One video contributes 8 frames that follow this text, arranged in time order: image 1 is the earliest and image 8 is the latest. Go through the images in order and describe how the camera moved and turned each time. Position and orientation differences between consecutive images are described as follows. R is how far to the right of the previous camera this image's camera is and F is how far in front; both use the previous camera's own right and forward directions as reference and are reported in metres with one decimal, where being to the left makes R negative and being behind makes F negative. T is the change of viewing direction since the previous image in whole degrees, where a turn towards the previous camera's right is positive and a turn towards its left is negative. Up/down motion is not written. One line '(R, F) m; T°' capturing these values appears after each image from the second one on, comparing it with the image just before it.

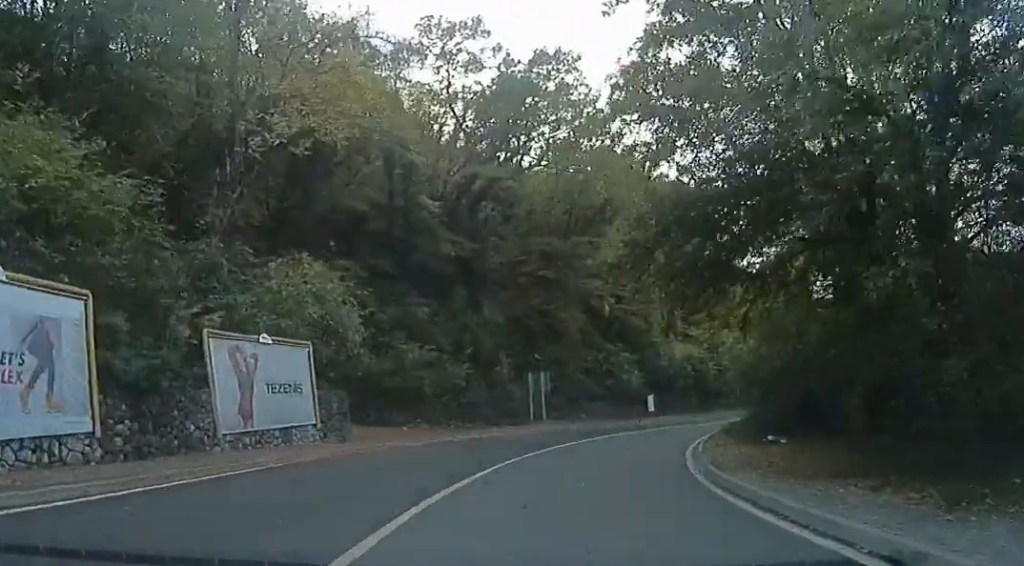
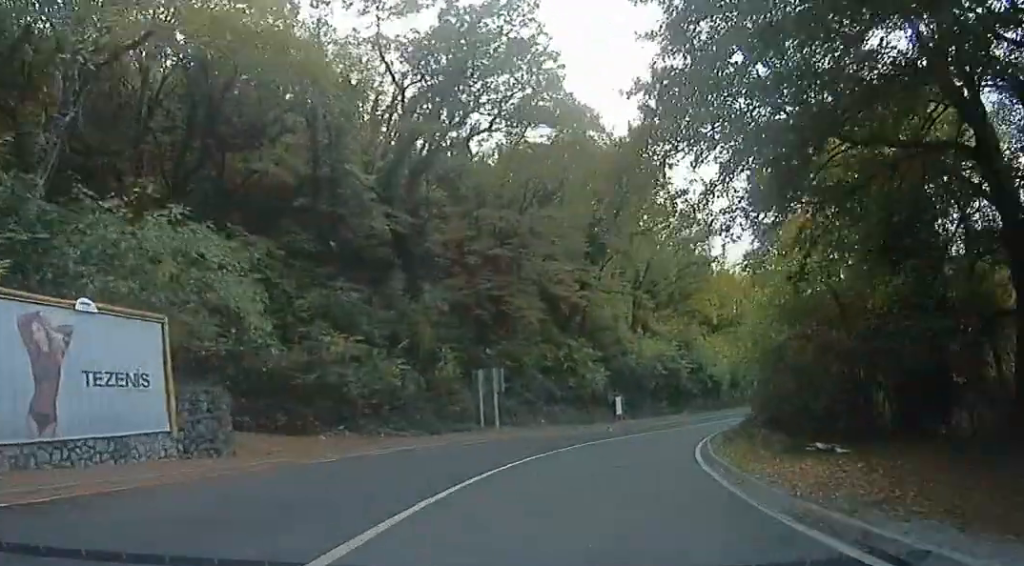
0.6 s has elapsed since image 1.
(0.0, +6.6) m; 0°
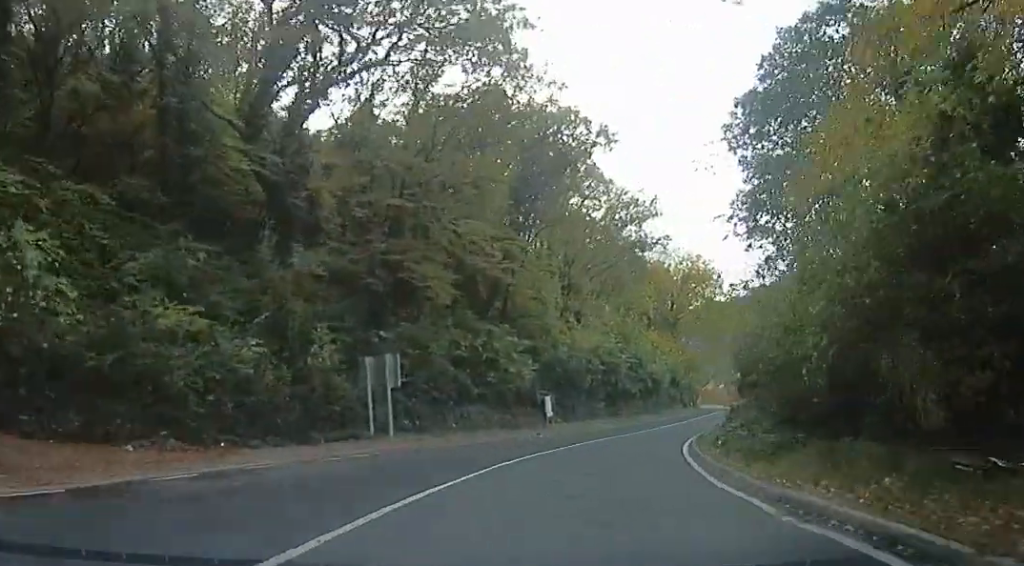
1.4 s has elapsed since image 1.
(0.0, +8.6) m; 0°
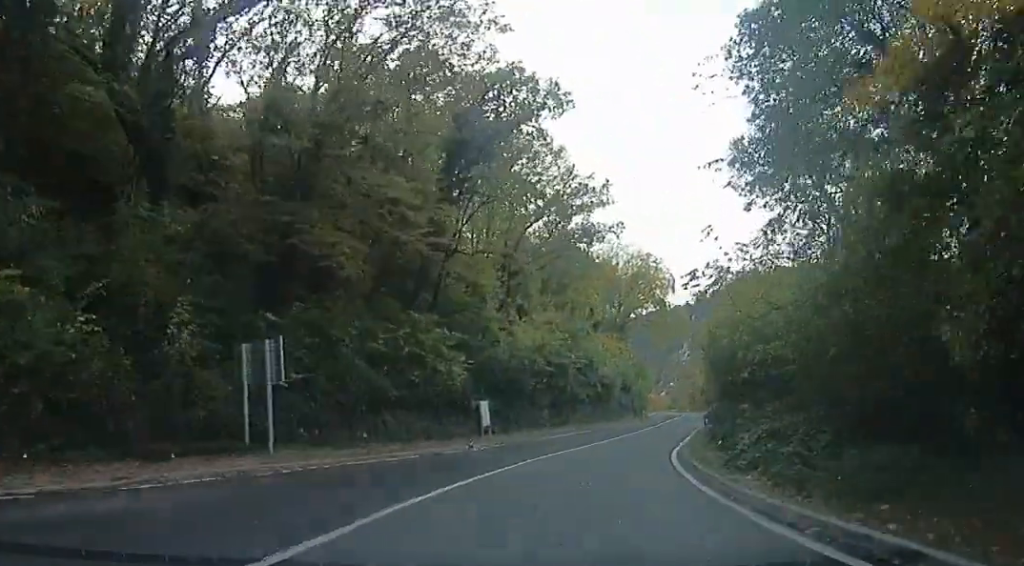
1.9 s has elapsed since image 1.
(0.0, +6.2) m; 0°
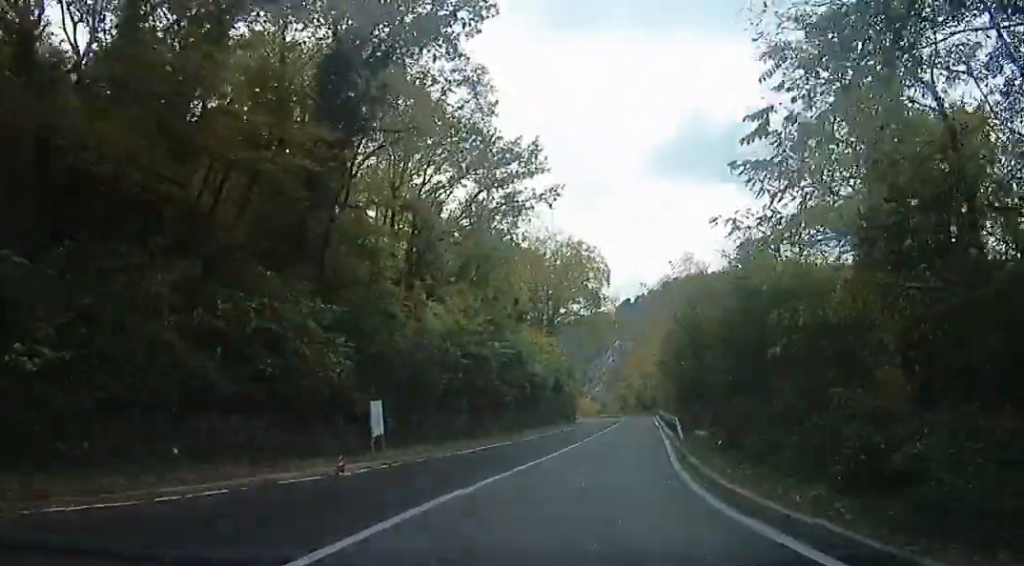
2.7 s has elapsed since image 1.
(0.0, +8.4) m; +1°
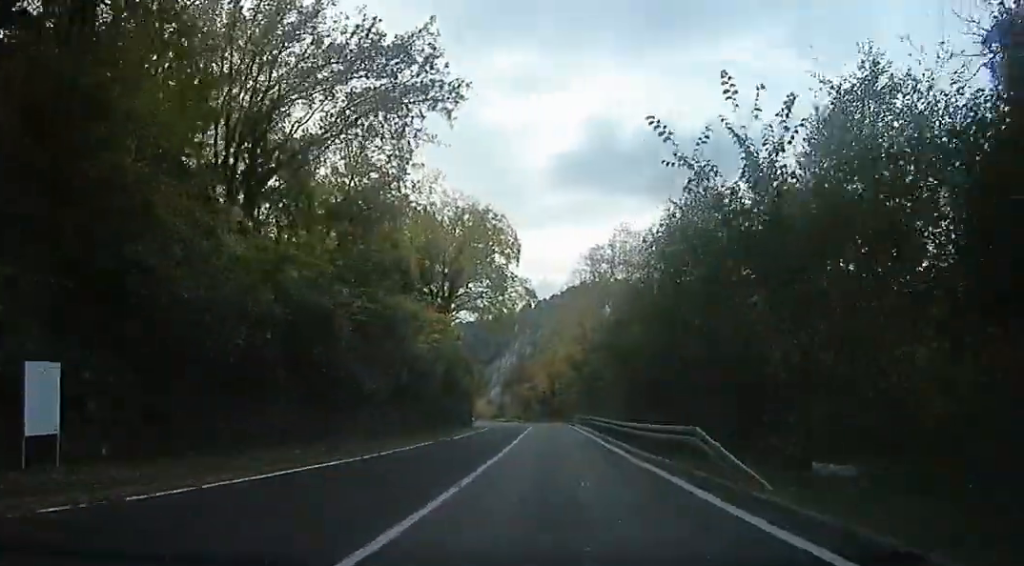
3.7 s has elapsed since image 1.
(+0.4, +11.8) m; +13°
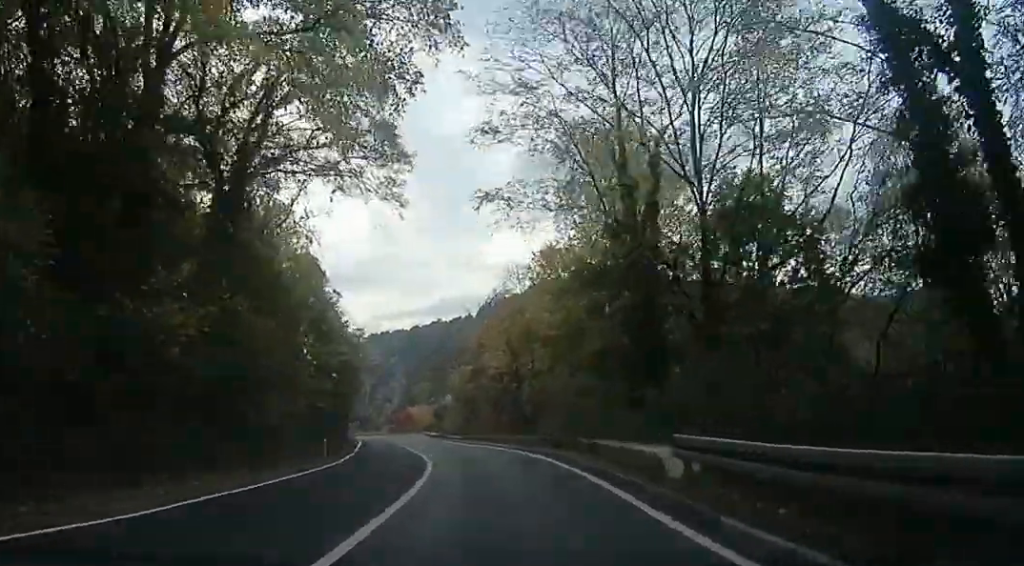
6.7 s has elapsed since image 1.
(+6.1, +42.8) m; +7°
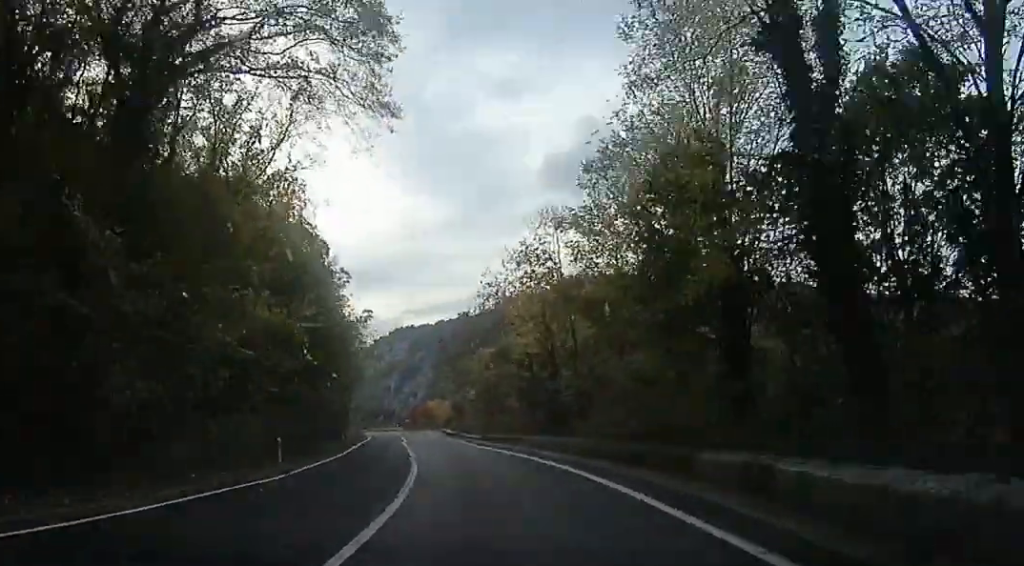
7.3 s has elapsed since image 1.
(0.0, +9.1) m; -3°
